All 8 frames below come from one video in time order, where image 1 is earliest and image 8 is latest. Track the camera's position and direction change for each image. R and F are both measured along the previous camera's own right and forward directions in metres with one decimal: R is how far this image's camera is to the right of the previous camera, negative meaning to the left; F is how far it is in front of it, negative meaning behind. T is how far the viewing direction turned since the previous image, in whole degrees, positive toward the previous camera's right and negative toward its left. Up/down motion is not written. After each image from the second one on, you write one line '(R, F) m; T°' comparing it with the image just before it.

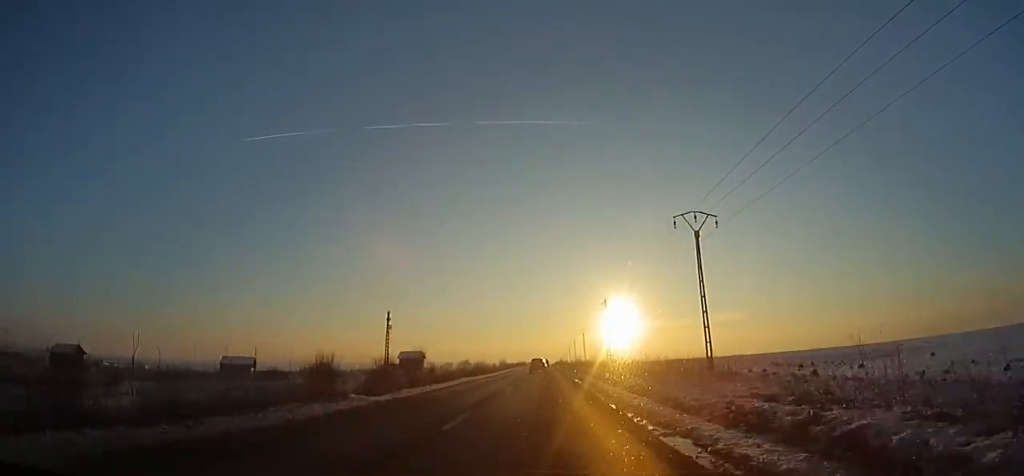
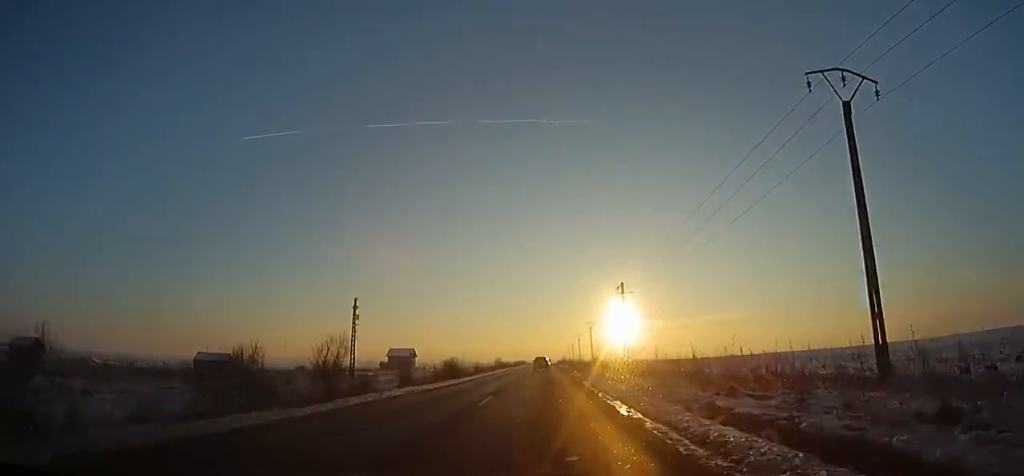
(+0.1, +18.1) m; 0°
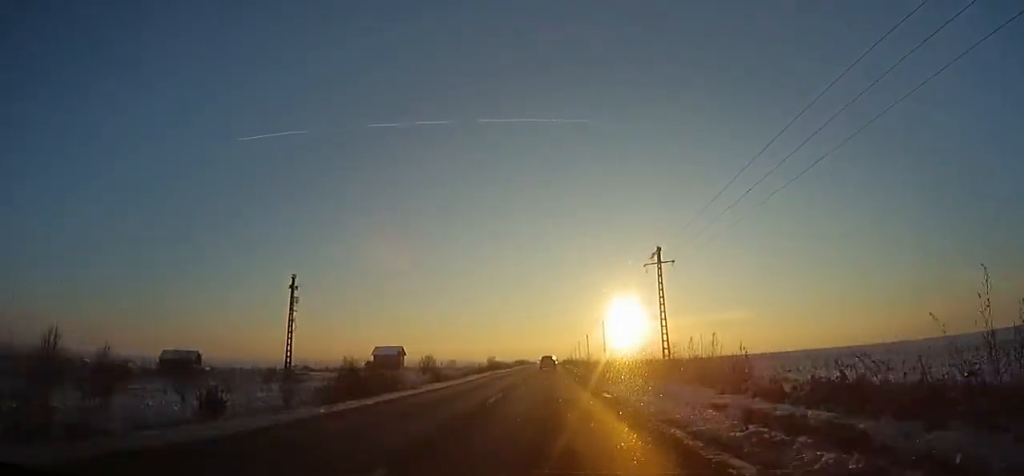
(+0.4, +21.7) m; 0°
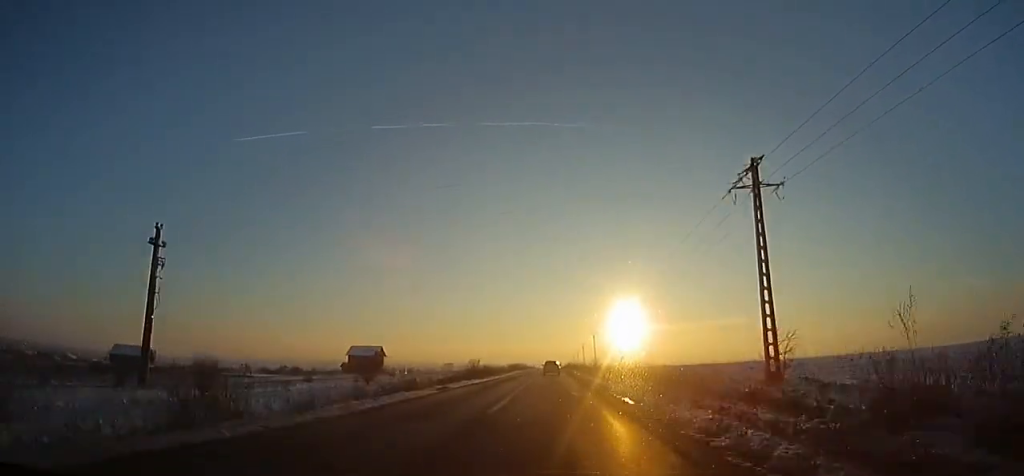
(-0.1, +23.8) m; 0°
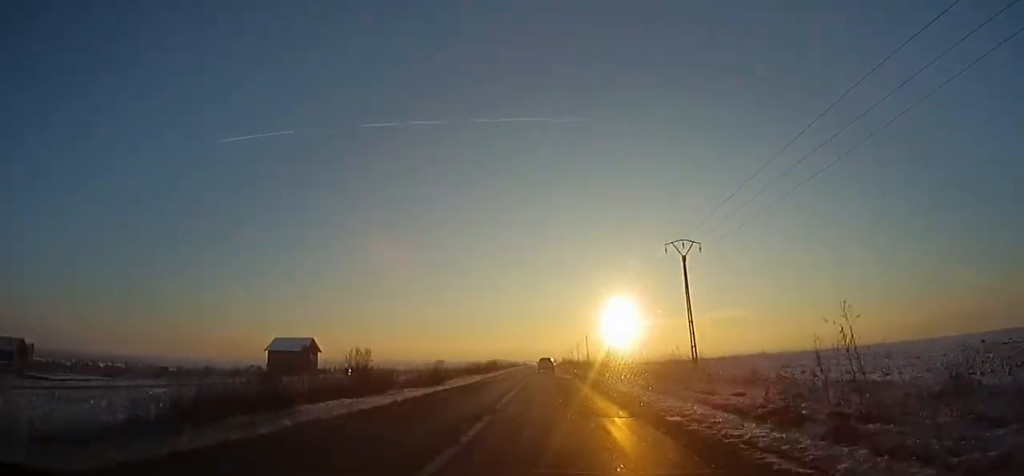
(-0.6, +45.6) m; 0°
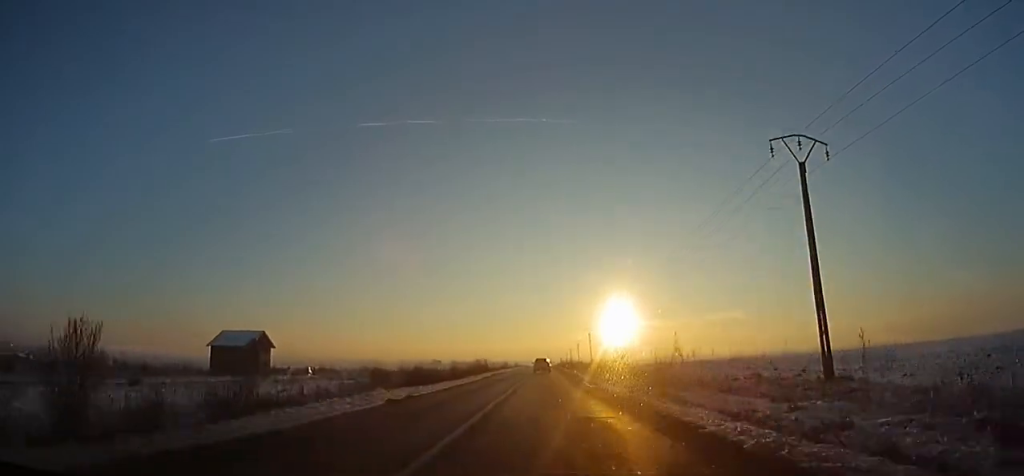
(-0.2, +21.1) m; +1°
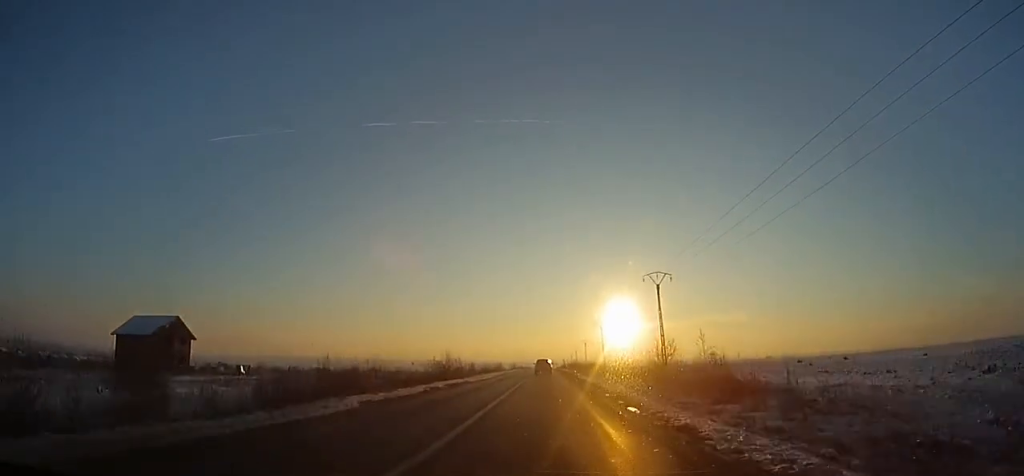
(+0.4, +26.8) m; 0°
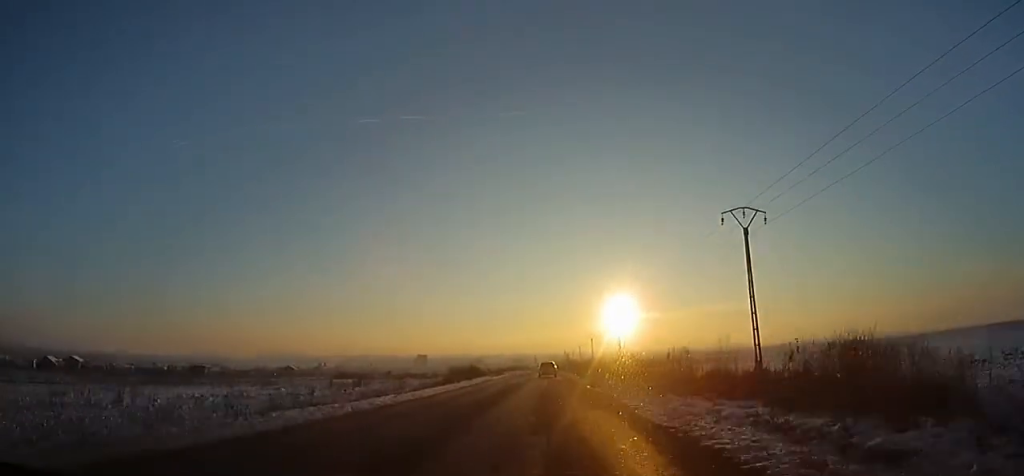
(-0.5, +146.8) m; 0°
